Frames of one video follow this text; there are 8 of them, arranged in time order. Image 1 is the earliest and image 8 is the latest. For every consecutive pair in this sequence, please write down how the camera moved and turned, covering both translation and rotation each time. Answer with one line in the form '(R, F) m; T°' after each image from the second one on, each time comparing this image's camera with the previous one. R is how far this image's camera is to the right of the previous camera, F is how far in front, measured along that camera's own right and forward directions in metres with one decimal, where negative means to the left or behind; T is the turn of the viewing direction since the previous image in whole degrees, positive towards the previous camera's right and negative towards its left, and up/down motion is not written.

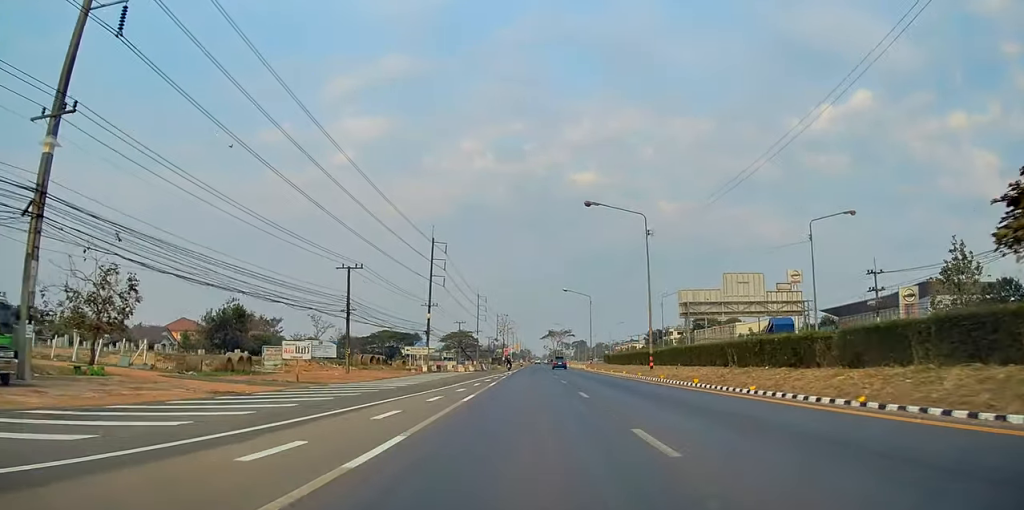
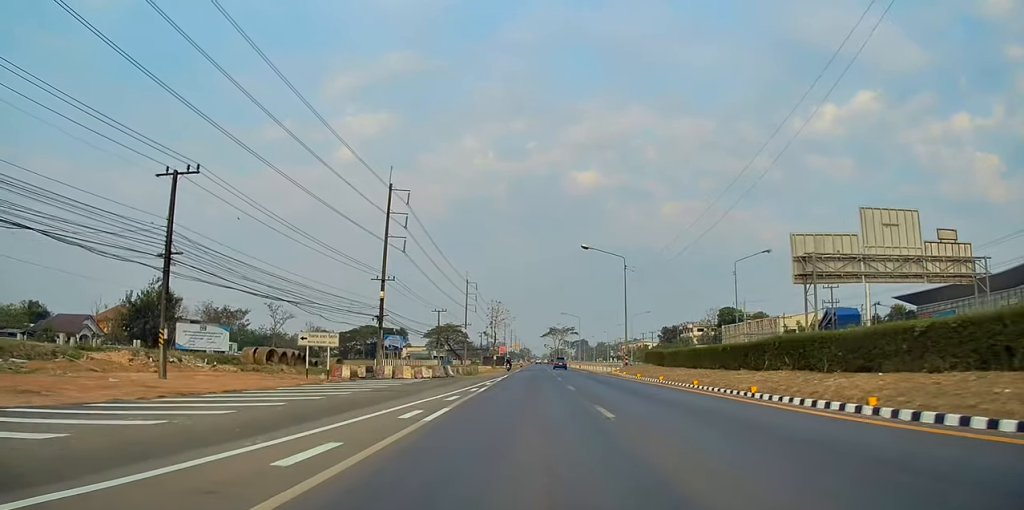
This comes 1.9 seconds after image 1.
(0.0, +31.3) m; 0°
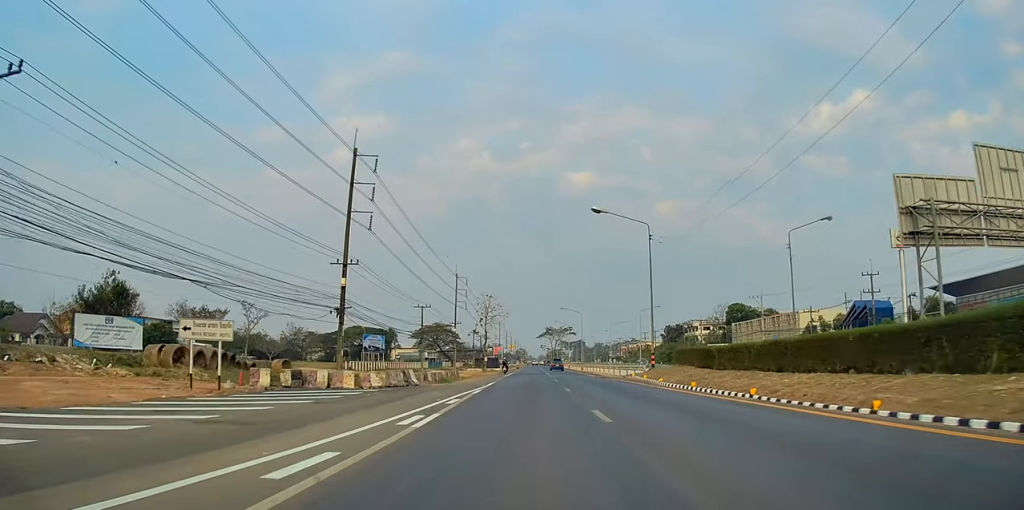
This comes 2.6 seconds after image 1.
(-0.1, +13.0) m; 0°
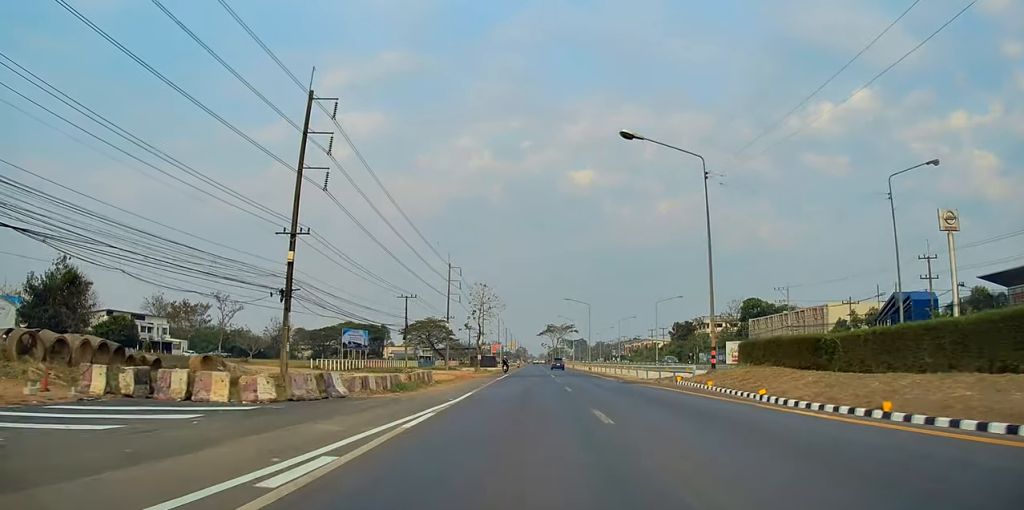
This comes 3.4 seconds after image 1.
(+0.1, +12.9) m; +1°
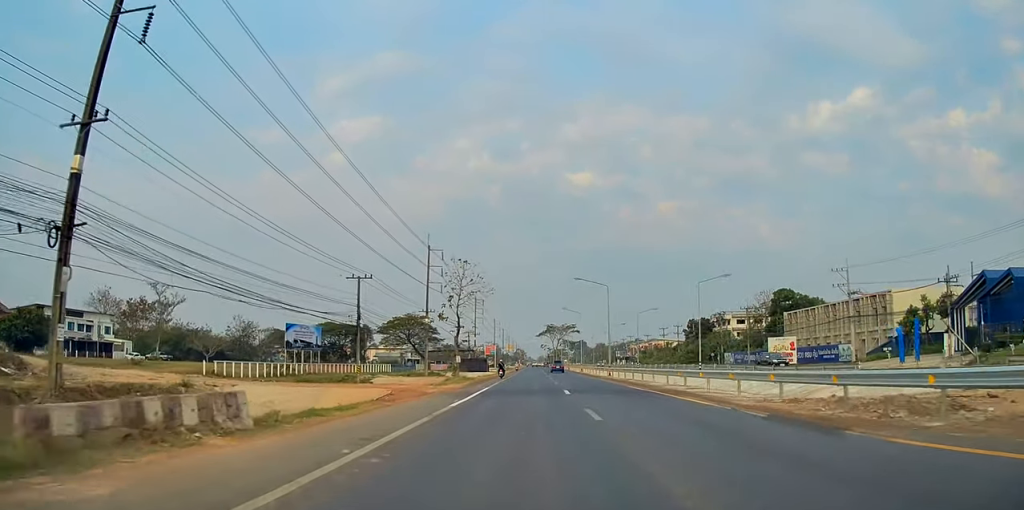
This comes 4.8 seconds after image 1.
(+0.1, +22.9) m; 0°
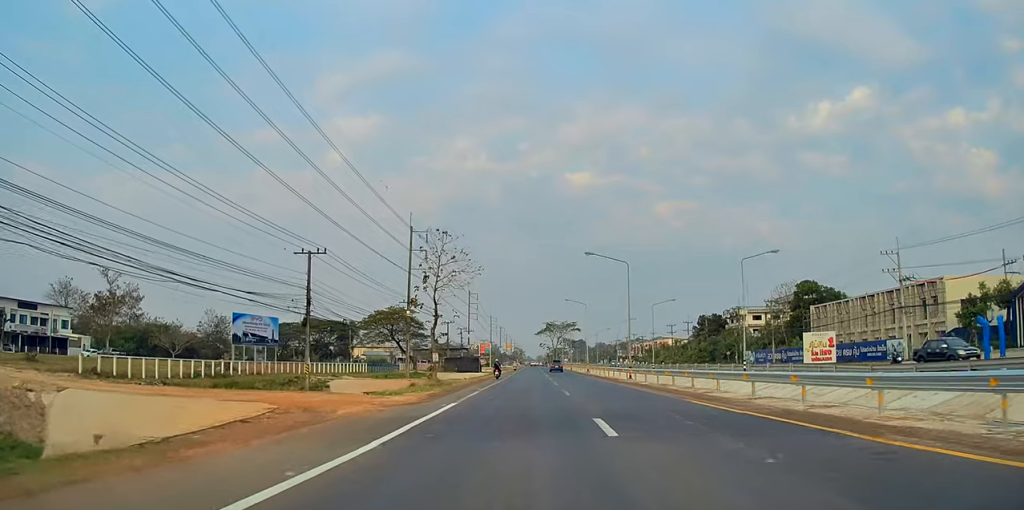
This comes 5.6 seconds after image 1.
(0.0, +13.5) m; 0°
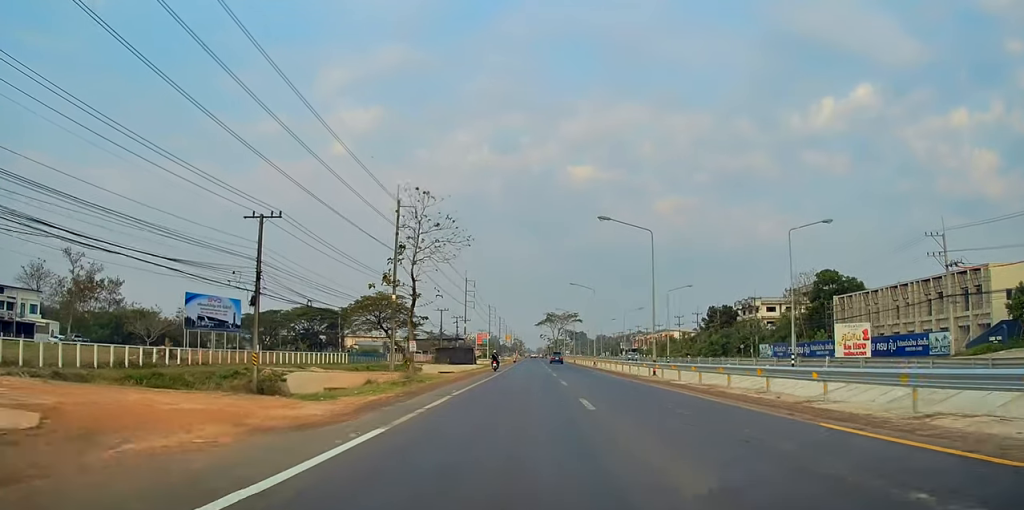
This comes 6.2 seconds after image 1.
(0.0, +9.7) m; 0°
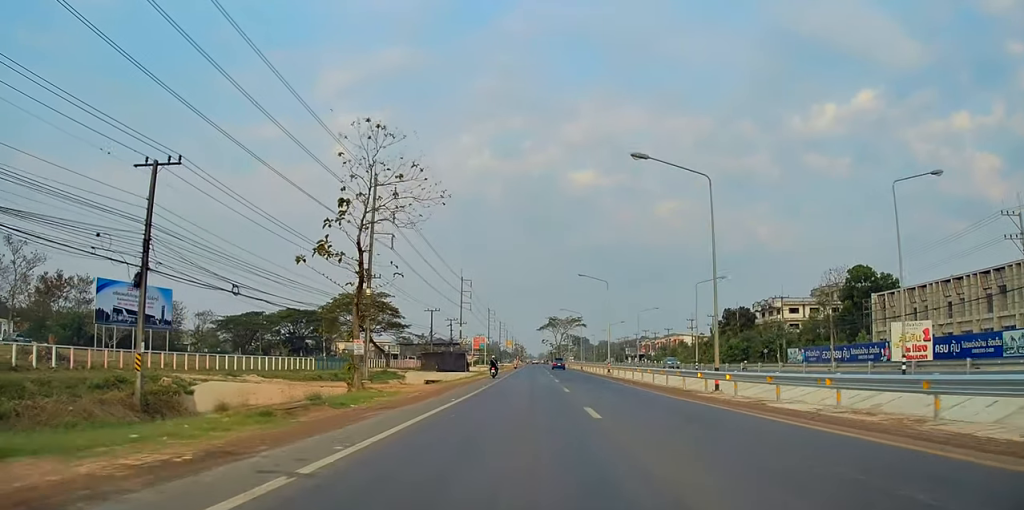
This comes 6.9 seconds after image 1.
(0.0, +12.5) m; 0°
